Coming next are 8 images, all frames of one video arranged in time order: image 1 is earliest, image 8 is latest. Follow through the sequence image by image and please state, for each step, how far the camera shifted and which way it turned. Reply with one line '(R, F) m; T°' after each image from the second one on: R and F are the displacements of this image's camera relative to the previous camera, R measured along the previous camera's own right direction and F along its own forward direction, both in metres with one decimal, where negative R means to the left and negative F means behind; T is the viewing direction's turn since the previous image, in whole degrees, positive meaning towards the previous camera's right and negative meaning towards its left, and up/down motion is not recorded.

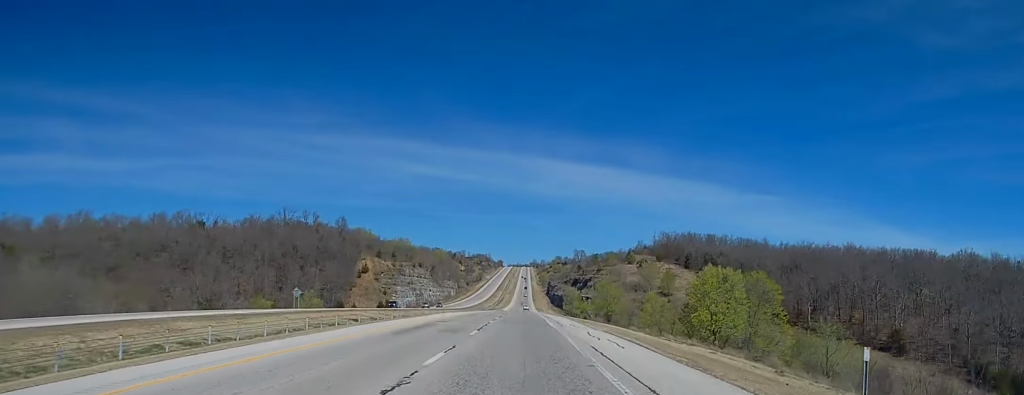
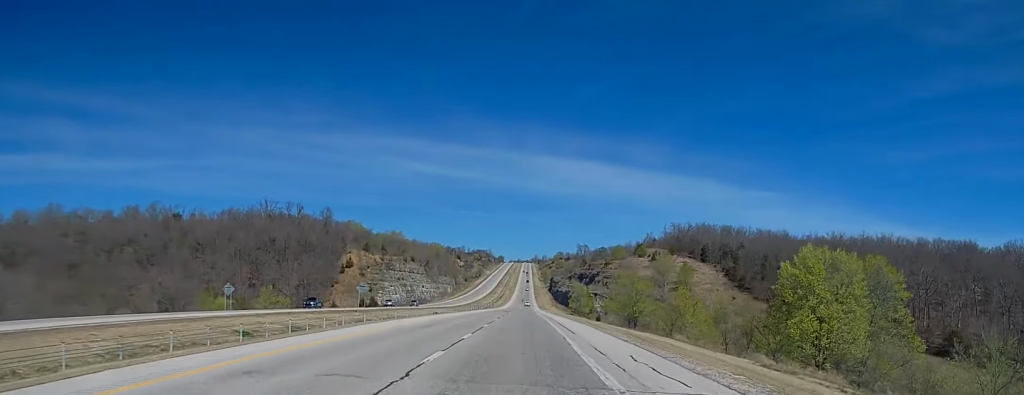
(0.0, +30.2) m; 0°
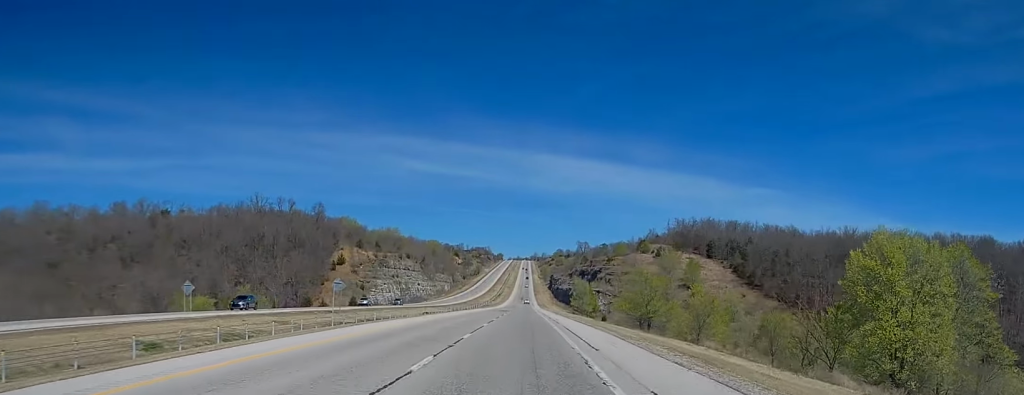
(0.0, +12.0) m; 0°
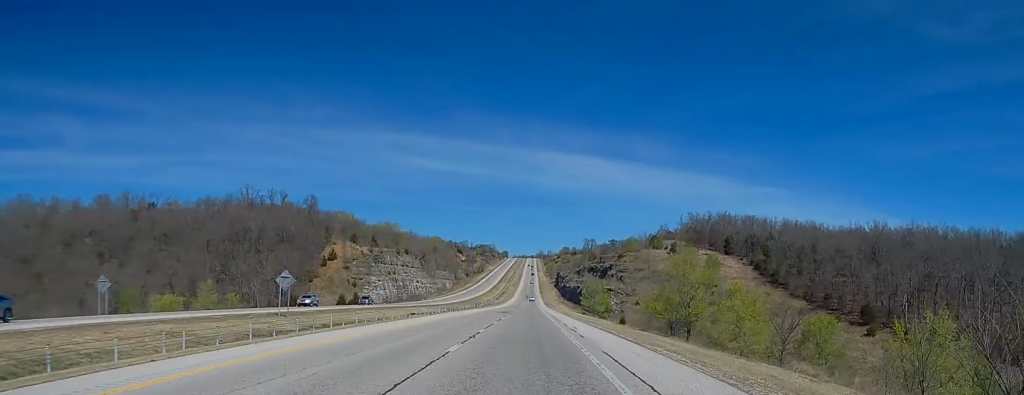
(0.0, +19.5) m; 0°
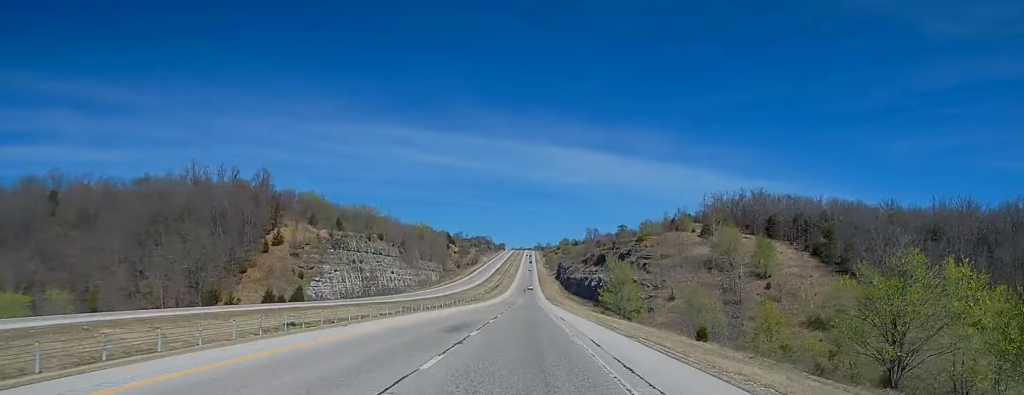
(+0.1, +54.6) m; 0°
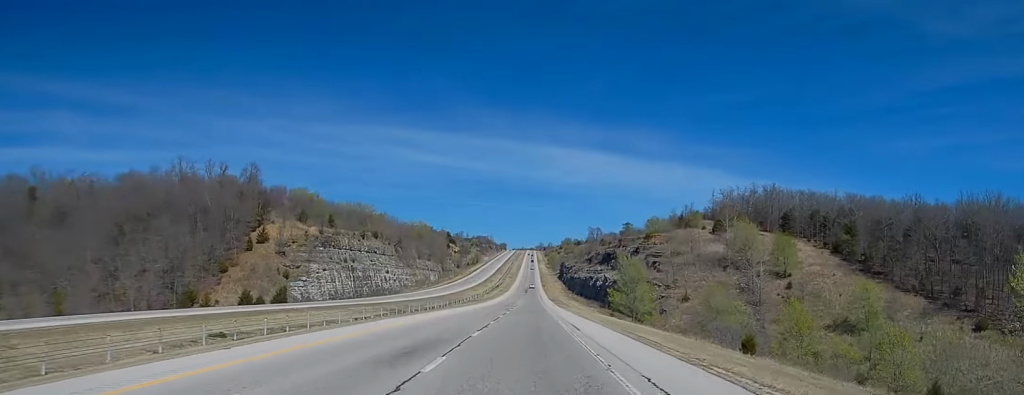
(0.0, +12.9) m; 0°
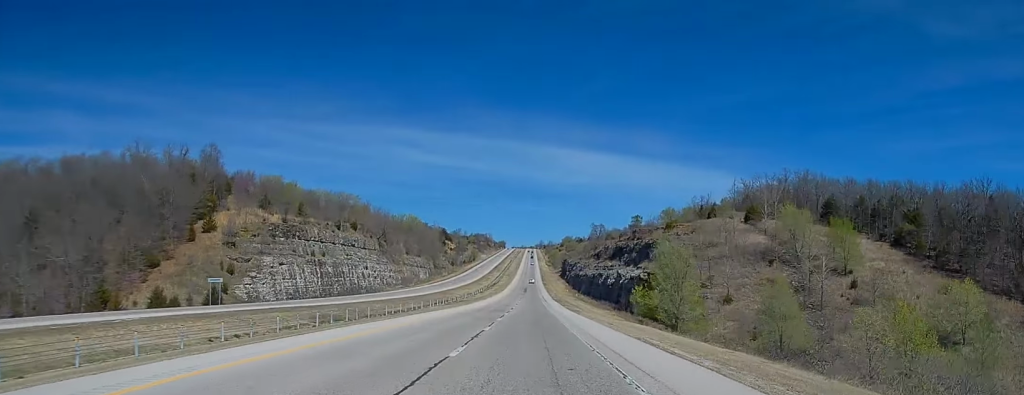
(0.0, +32.9) m; 0°
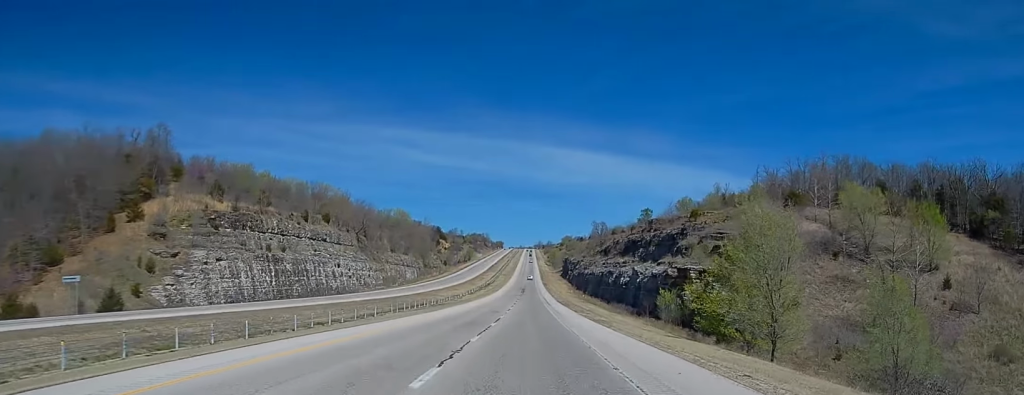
(0.0, +31.1) m; 0°
